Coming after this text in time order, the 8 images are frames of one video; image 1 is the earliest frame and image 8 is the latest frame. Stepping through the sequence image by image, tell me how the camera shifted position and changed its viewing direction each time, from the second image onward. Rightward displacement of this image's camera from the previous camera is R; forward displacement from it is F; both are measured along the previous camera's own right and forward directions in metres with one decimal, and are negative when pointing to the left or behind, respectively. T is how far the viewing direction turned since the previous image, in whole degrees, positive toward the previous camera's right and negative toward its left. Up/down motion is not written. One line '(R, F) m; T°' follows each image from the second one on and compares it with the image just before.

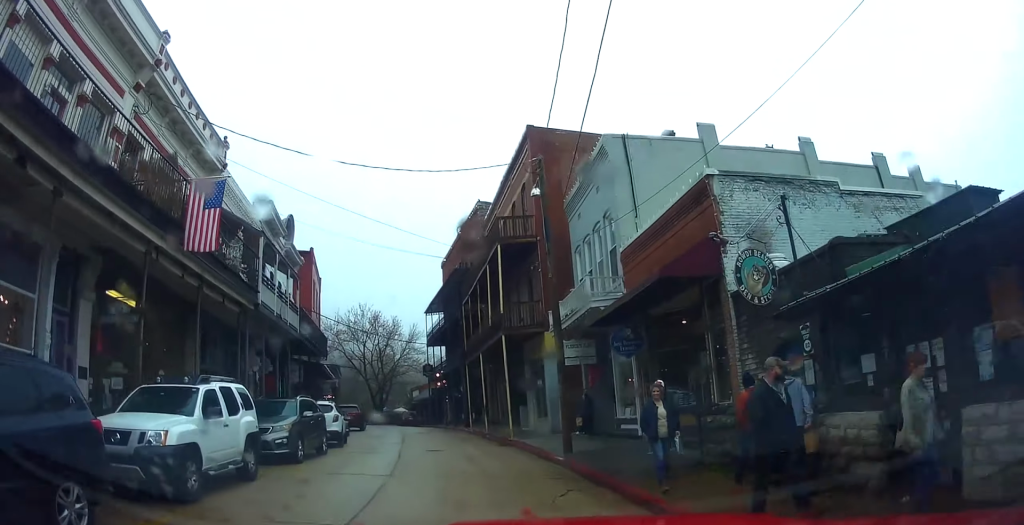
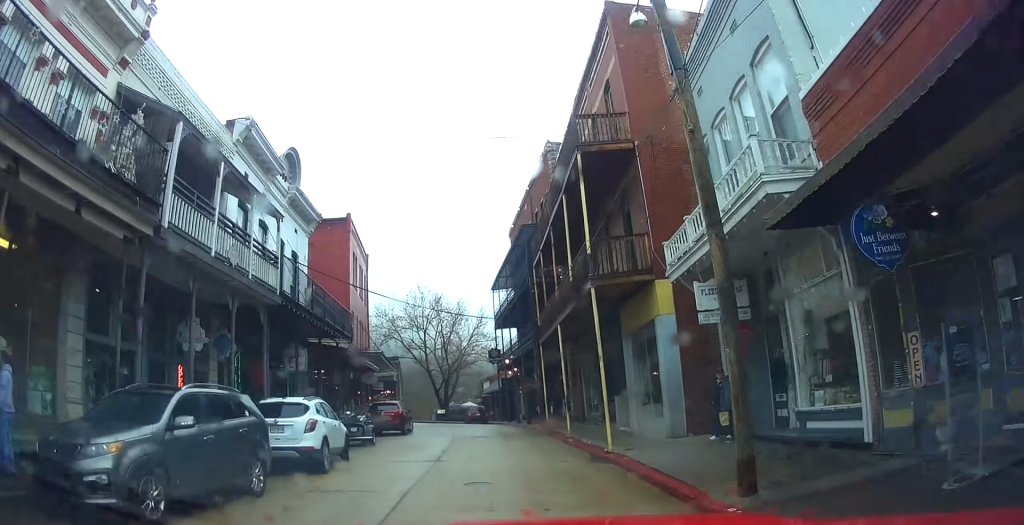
(-0.3, +8.3) m; -2°
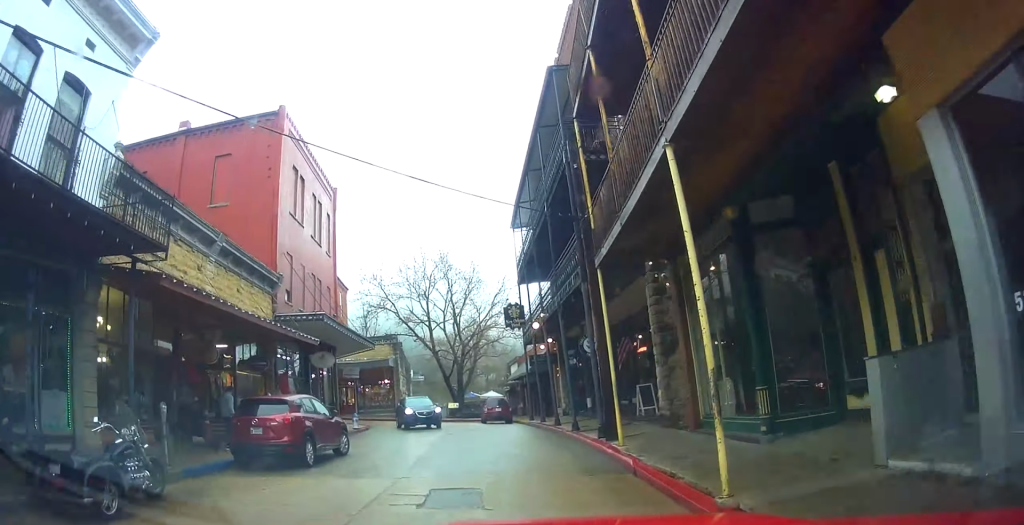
(-0.3, +14.7) m; -6°
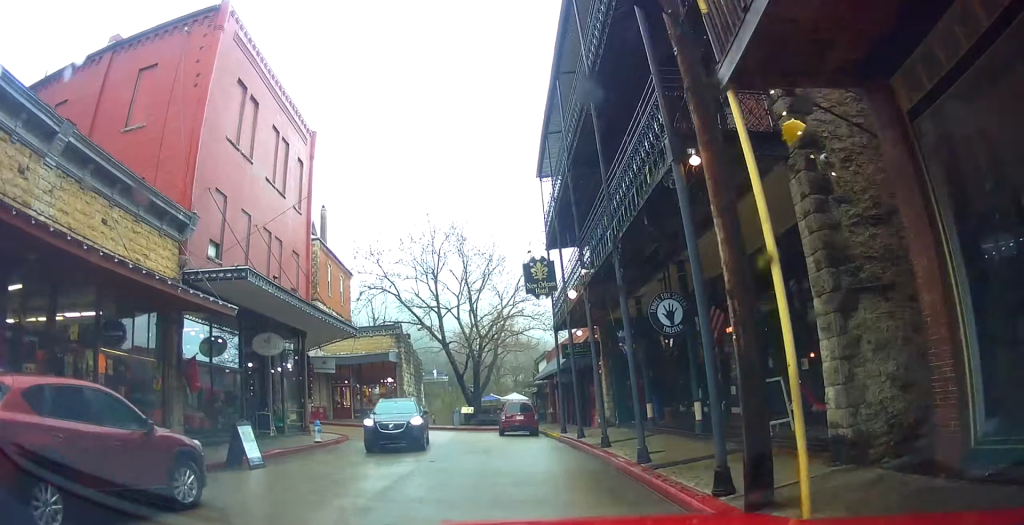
(-0.4, +7.5) m; -3°
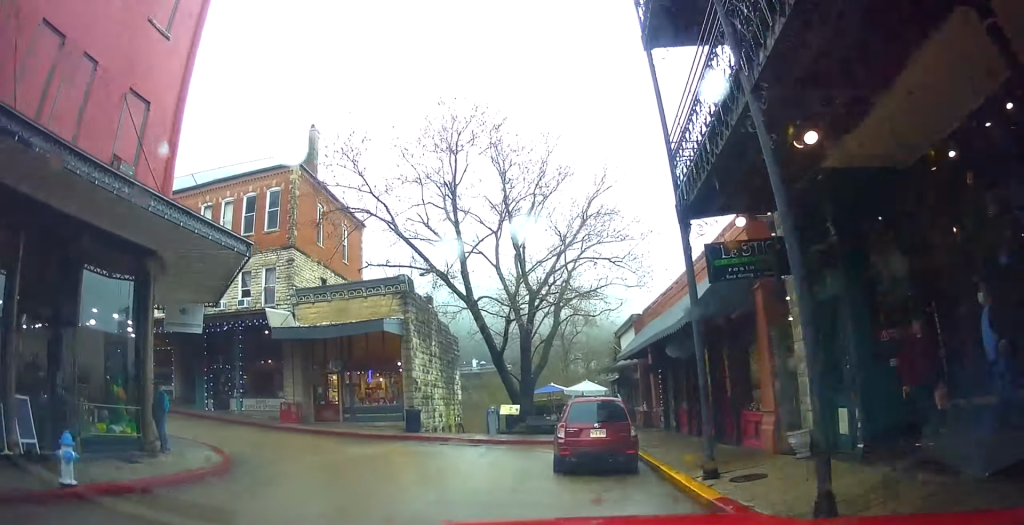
(-0.7, +13.5) m; -7°
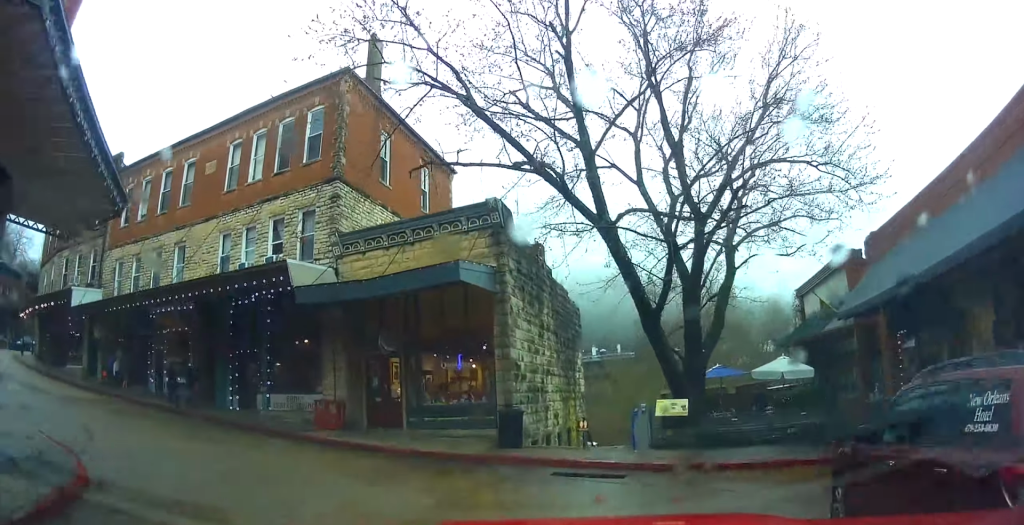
(+0.1, +9.6) m; -14°
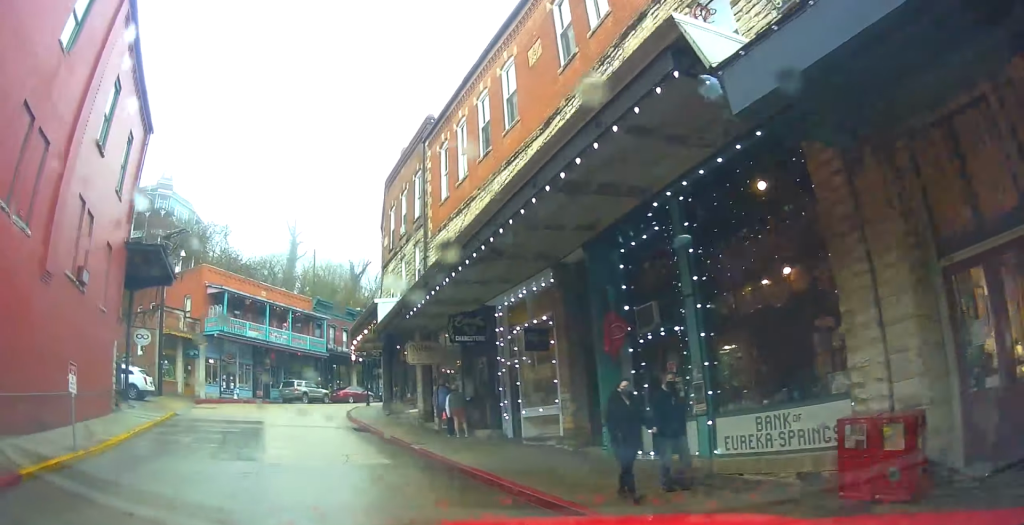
(-5.0, +11.5) m; -46°
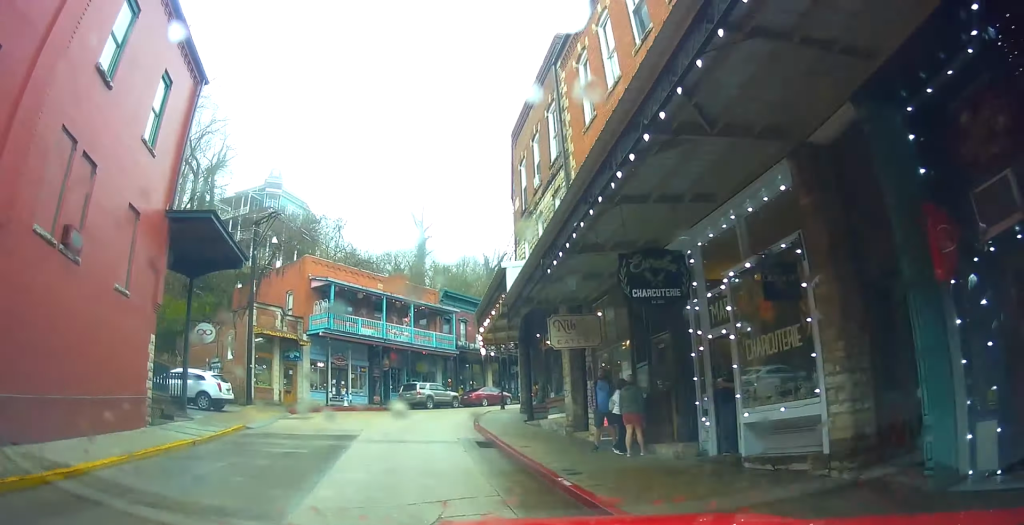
(-0.9, +5.4) m; -19°
